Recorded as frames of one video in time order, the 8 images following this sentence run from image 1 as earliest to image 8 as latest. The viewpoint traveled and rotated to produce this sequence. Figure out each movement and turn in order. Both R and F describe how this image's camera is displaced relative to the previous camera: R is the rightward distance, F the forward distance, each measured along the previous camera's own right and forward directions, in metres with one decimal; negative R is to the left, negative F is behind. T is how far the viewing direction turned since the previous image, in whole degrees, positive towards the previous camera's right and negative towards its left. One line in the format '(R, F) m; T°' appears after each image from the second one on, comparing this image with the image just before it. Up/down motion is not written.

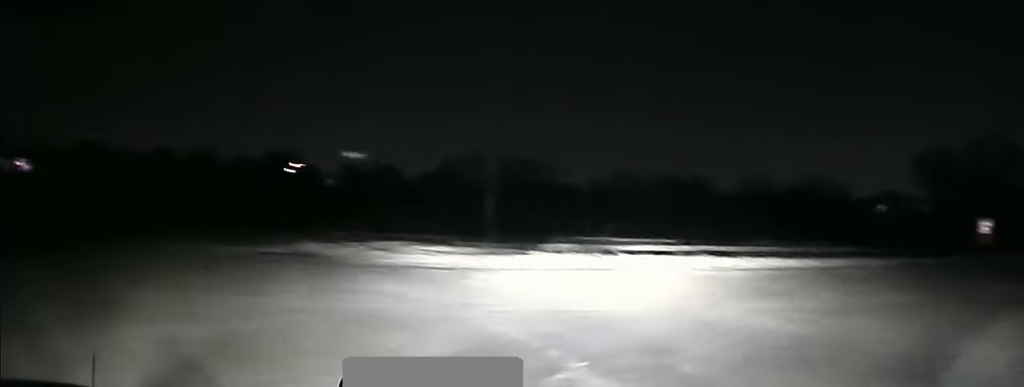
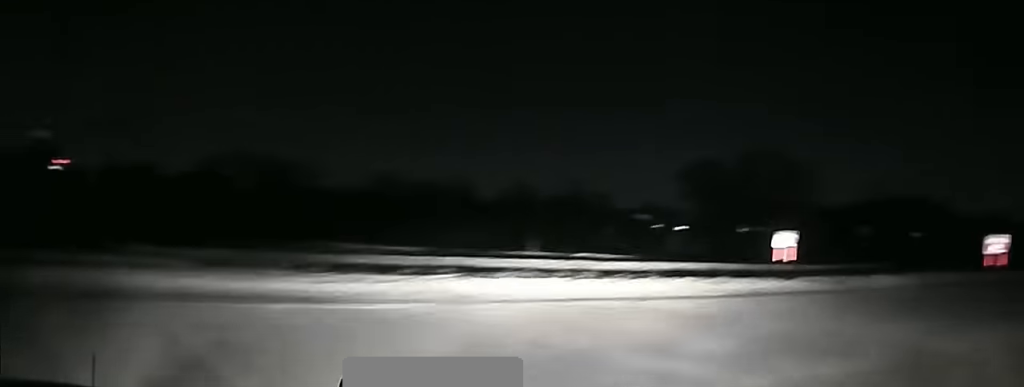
(+0.6, +8.4) m; +17°
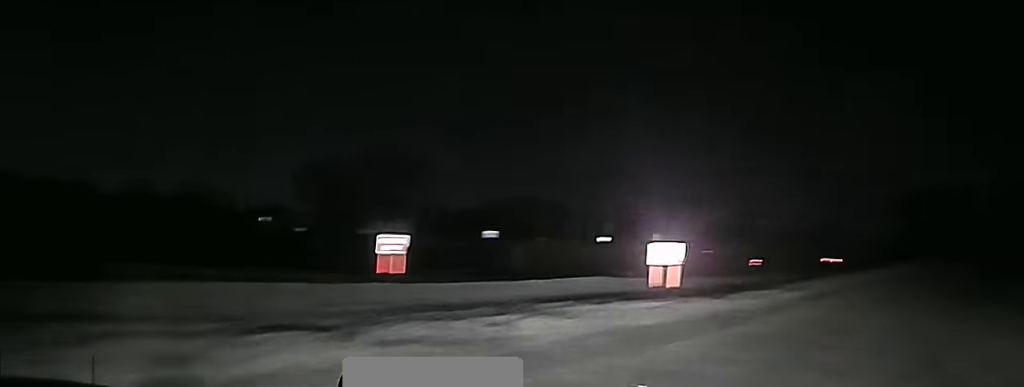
(+4.1, +10.0) m; +27°
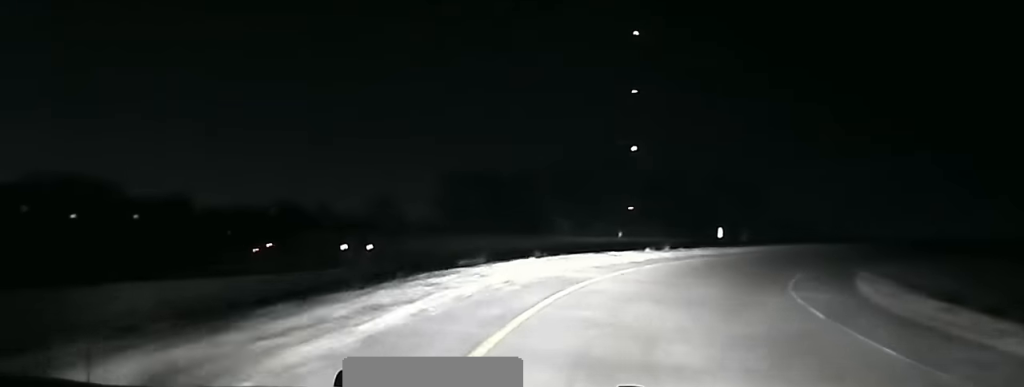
(+5.8, +29.4) m; +19°
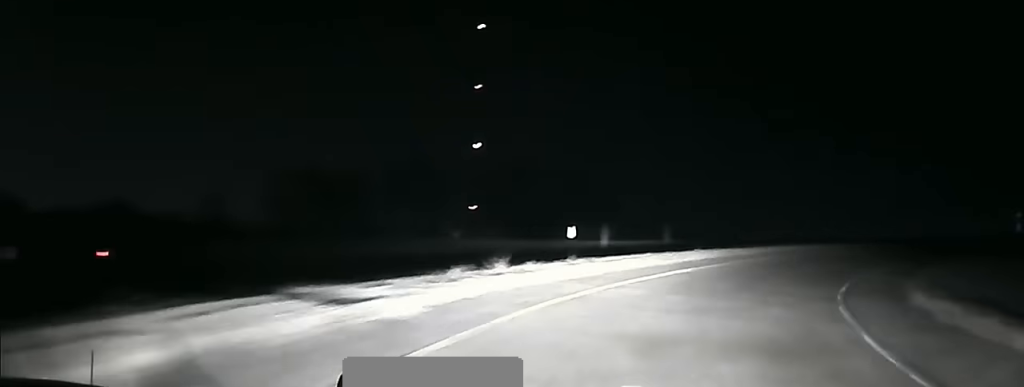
(+0.9, +20.0) m; +12°
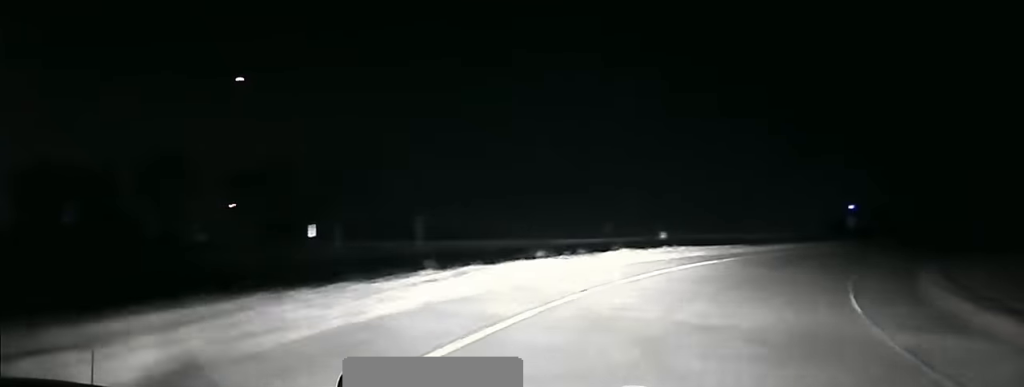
(+4.0, +21.4) m; +19°
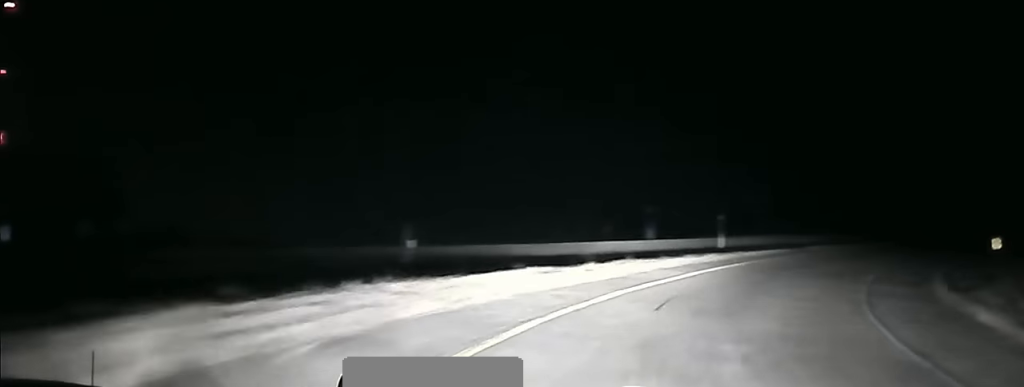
(+2.8, +19.8) m; +12°
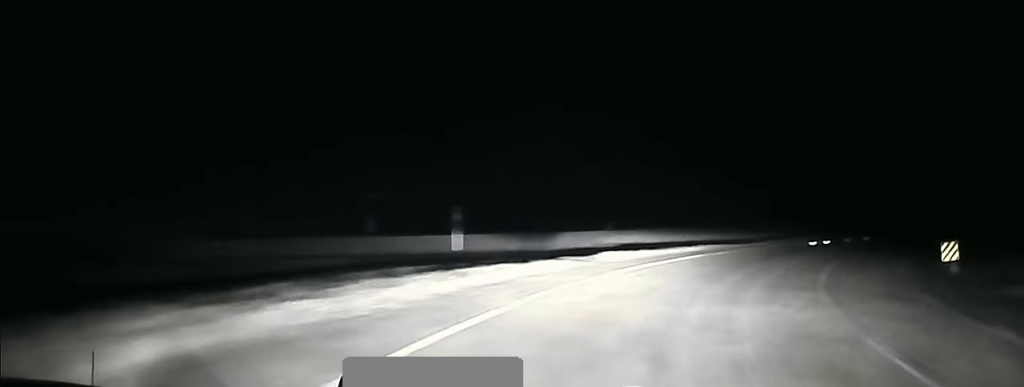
(+1.2, +19.4) m; +16°
